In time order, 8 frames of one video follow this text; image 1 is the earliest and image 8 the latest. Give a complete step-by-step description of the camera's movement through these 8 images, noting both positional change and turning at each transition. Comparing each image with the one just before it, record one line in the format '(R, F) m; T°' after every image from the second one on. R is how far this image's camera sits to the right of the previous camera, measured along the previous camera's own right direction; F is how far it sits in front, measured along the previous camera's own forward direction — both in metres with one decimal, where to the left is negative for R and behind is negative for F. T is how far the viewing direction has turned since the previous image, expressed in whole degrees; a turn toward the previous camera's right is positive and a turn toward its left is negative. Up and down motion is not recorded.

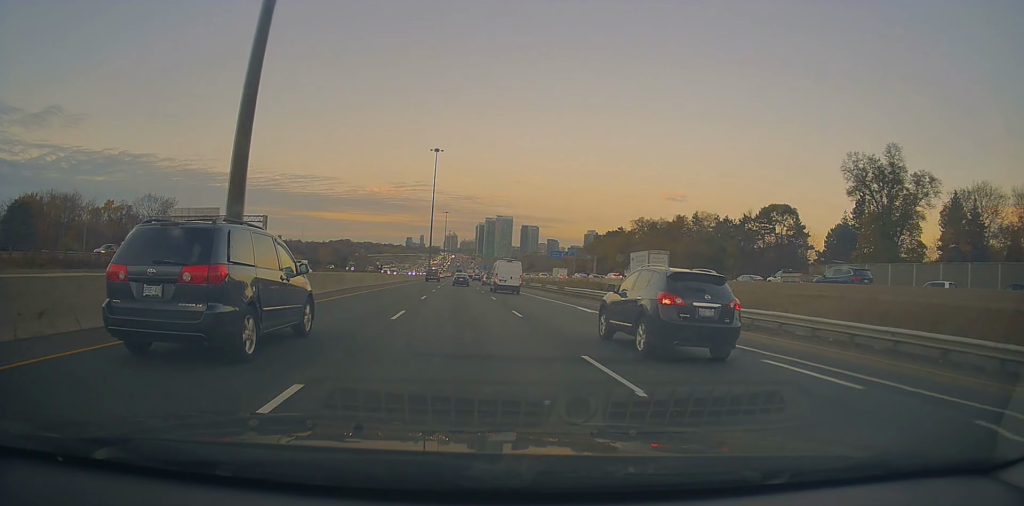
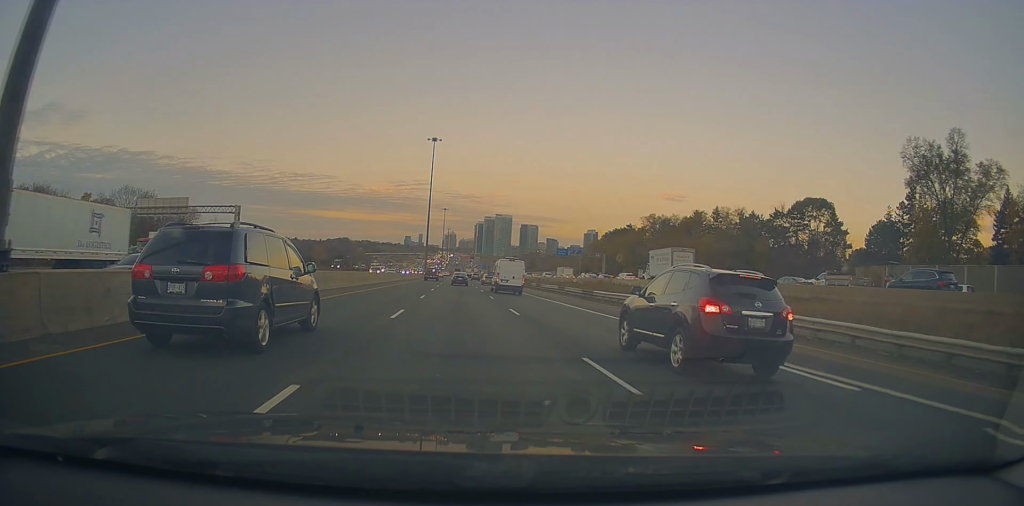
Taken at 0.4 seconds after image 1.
(0.0, +11.8) m; 0°
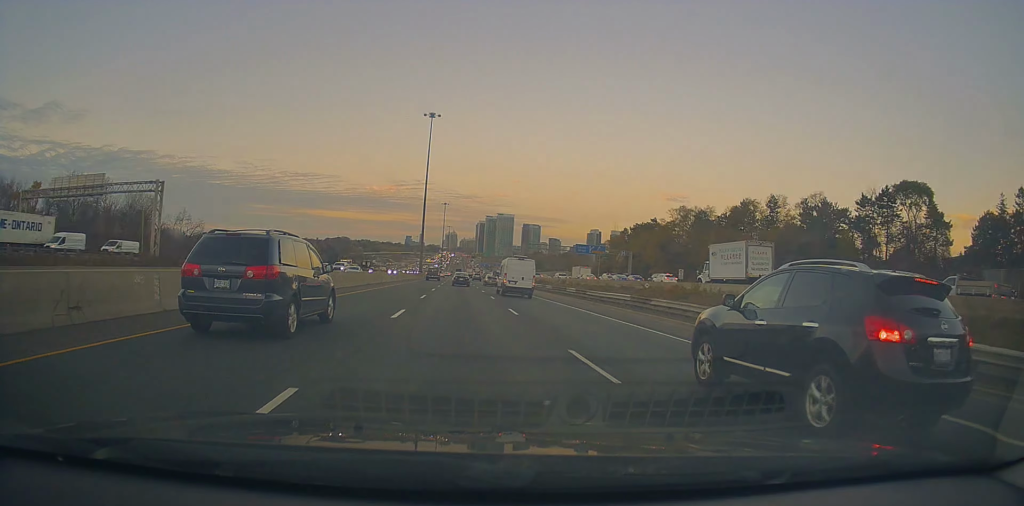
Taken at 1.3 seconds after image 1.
(0.0, +23.6) m; 0°
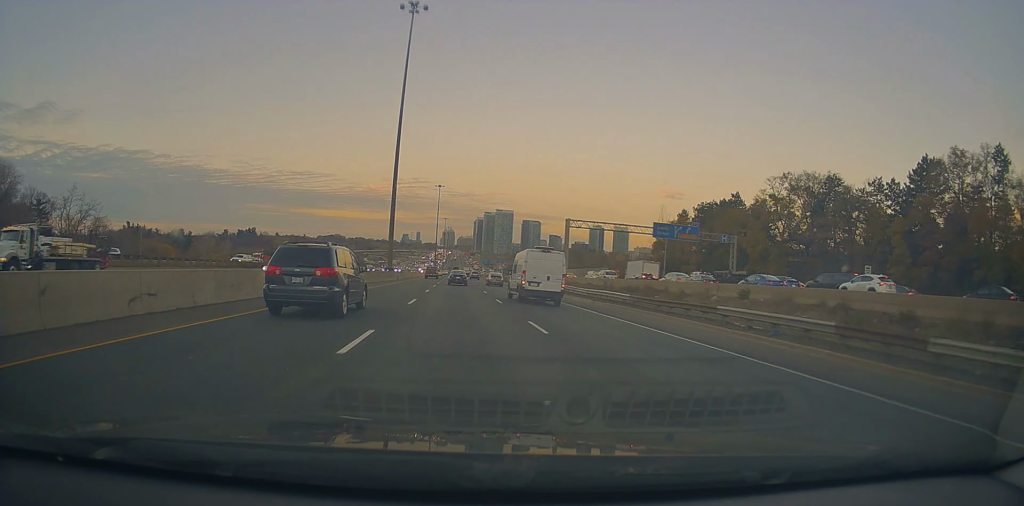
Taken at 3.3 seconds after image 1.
(-0.6, +53.6) m; -1°
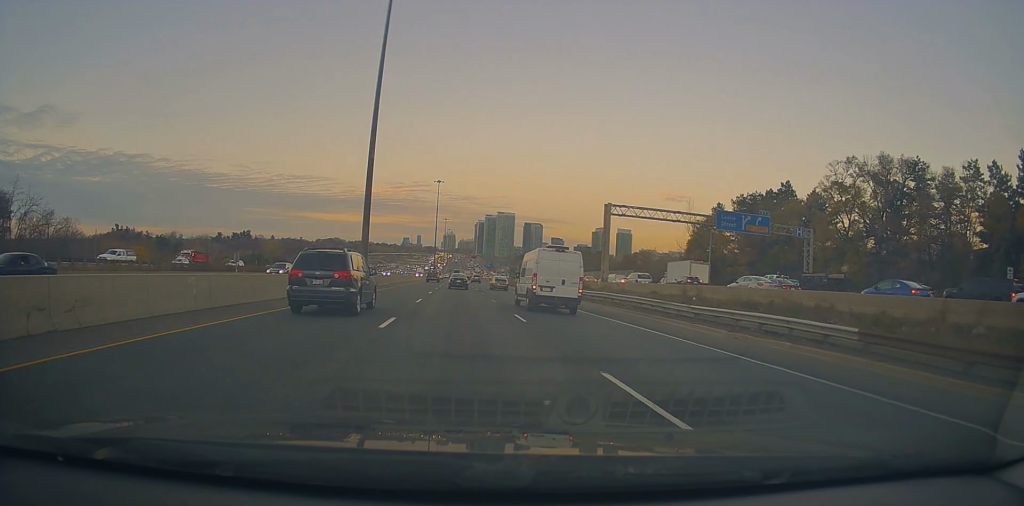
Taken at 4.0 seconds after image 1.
(+0.4, +20.0) m; 0°
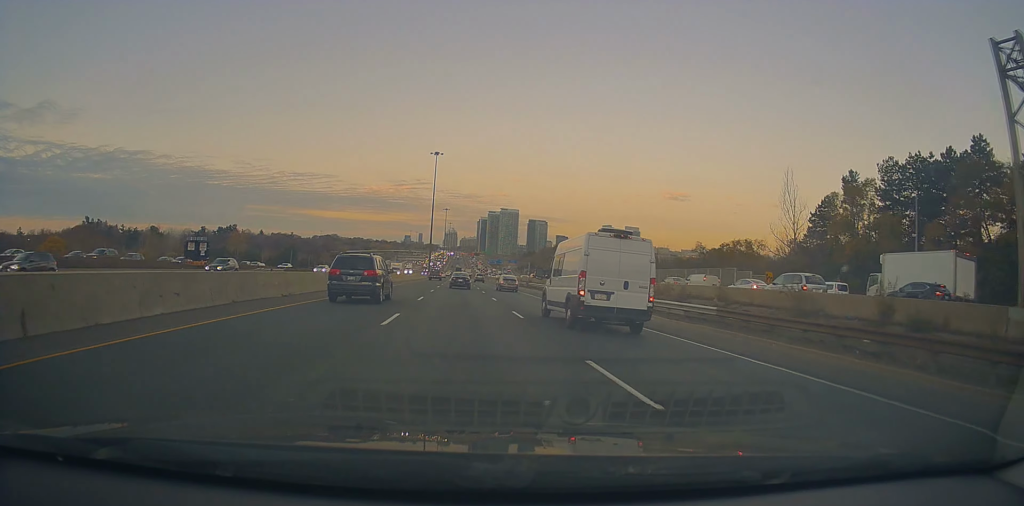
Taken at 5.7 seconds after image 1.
(-0.3, +47.0) m; 0°
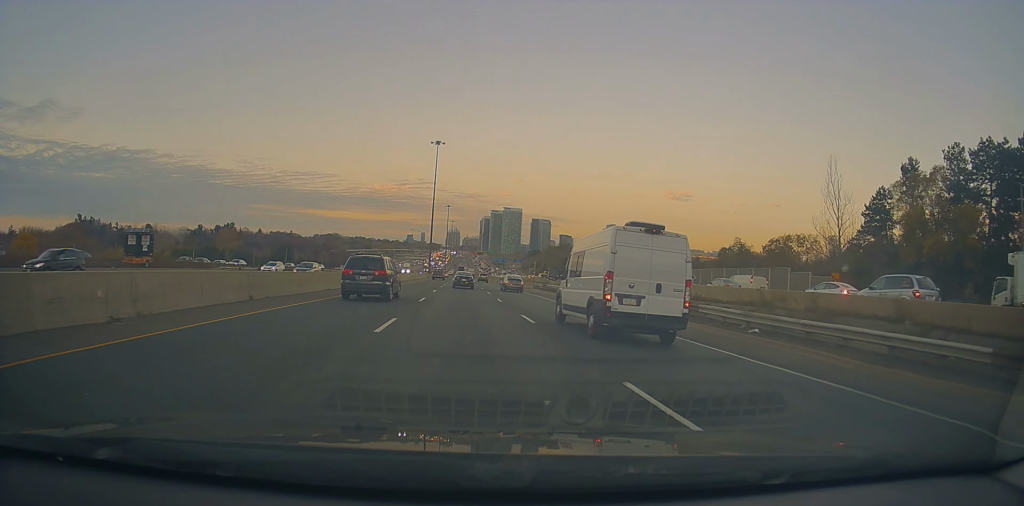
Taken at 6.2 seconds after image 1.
(+0.1, +13.4) m; 0°
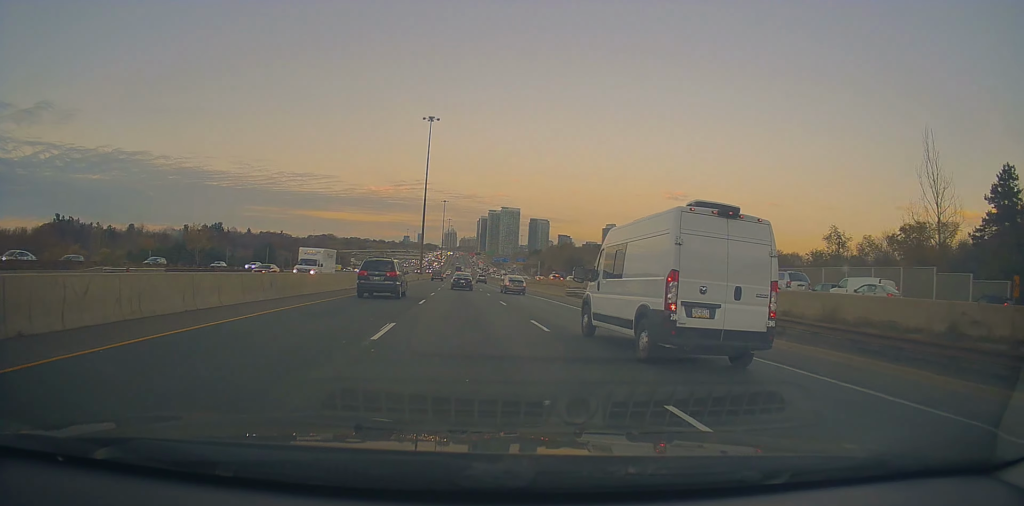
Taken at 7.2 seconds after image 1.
(0.0, +25.0) m; 0°
